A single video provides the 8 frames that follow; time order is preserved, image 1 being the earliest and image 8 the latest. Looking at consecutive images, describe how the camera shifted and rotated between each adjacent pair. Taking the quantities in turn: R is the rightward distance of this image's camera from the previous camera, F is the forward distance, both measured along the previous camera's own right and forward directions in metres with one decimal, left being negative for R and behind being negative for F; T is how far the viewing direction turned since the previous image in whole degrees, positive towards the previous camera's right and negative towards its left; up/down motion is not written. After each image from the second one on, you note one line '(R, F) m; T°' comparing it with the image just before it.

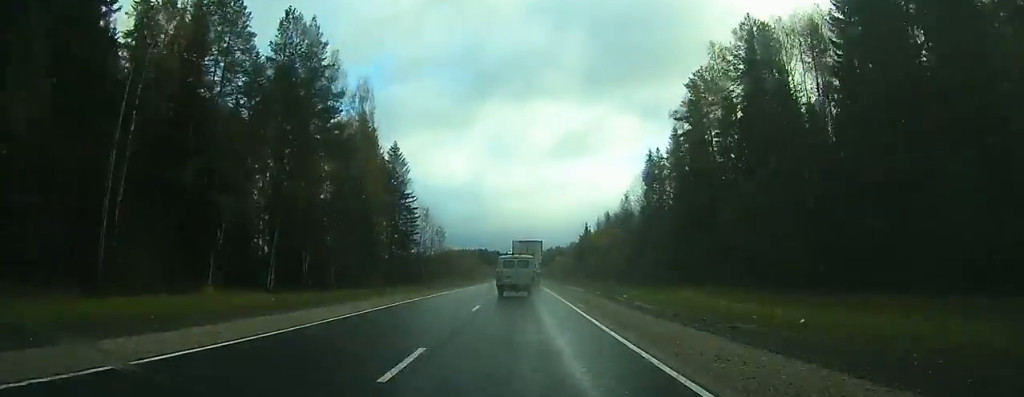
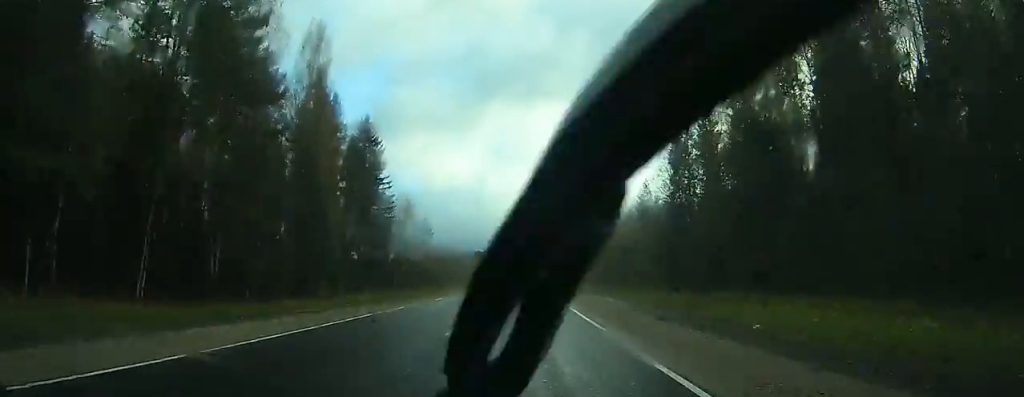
(+0.2, +18.8) m; 0°
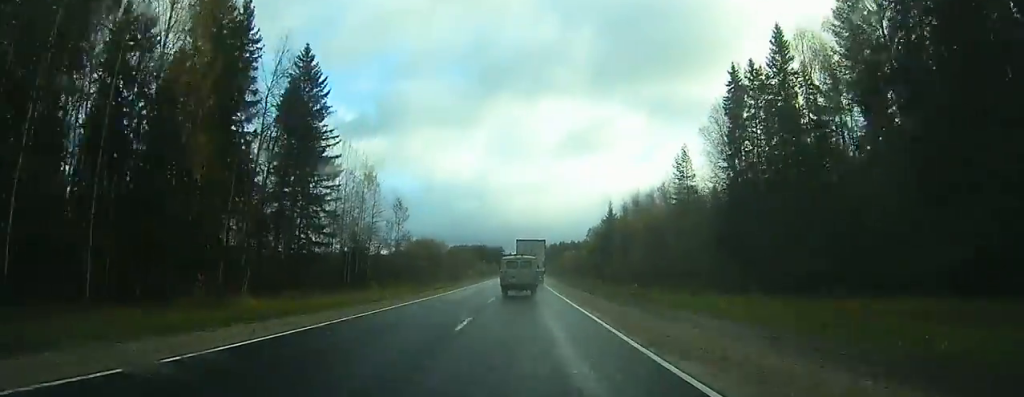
(+0.2, +24.2) m; 0°
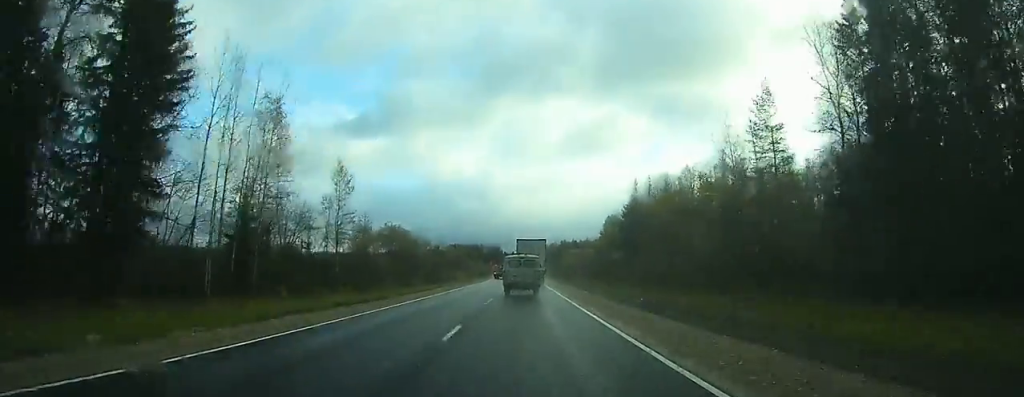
(-0.1, +27.2) m; 0°
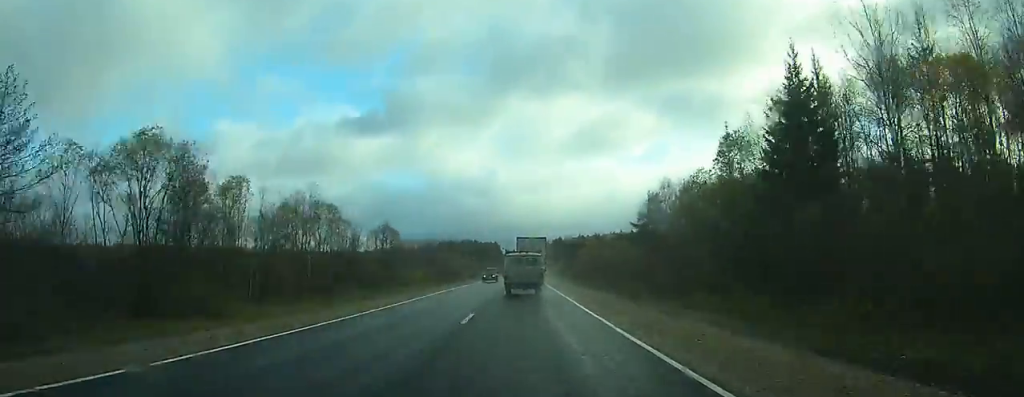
(+0.2, +56.3) m; 0°
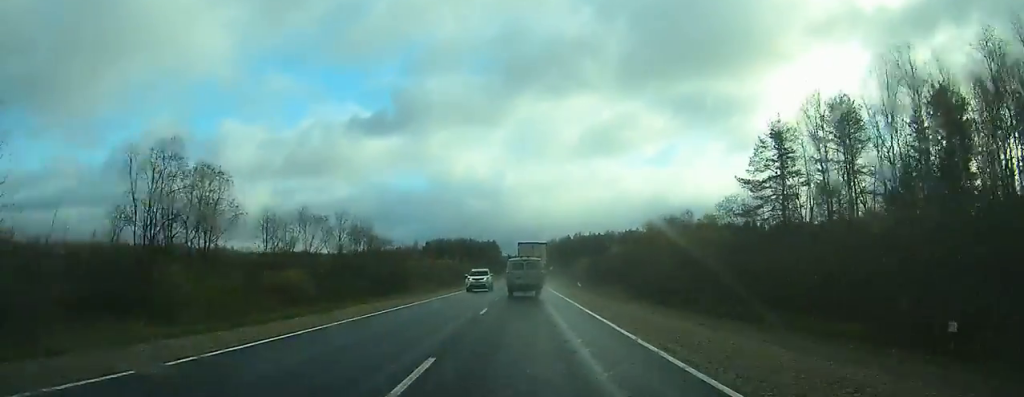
(-0.5, +57.9) m; -1°
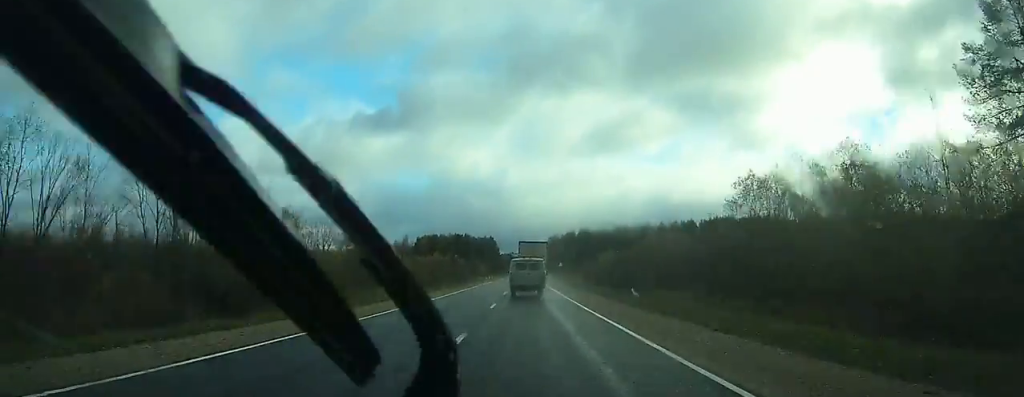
(-0.1, +33.3) m; 0°
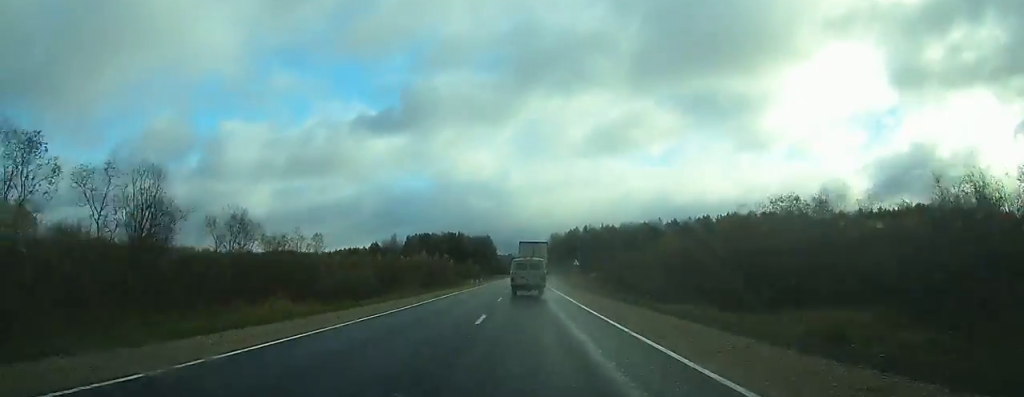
(0.0, +30.7) m; 0°
